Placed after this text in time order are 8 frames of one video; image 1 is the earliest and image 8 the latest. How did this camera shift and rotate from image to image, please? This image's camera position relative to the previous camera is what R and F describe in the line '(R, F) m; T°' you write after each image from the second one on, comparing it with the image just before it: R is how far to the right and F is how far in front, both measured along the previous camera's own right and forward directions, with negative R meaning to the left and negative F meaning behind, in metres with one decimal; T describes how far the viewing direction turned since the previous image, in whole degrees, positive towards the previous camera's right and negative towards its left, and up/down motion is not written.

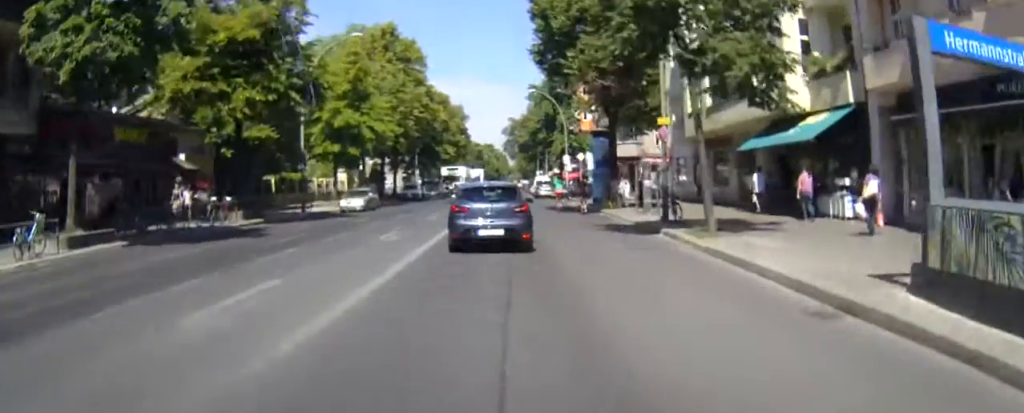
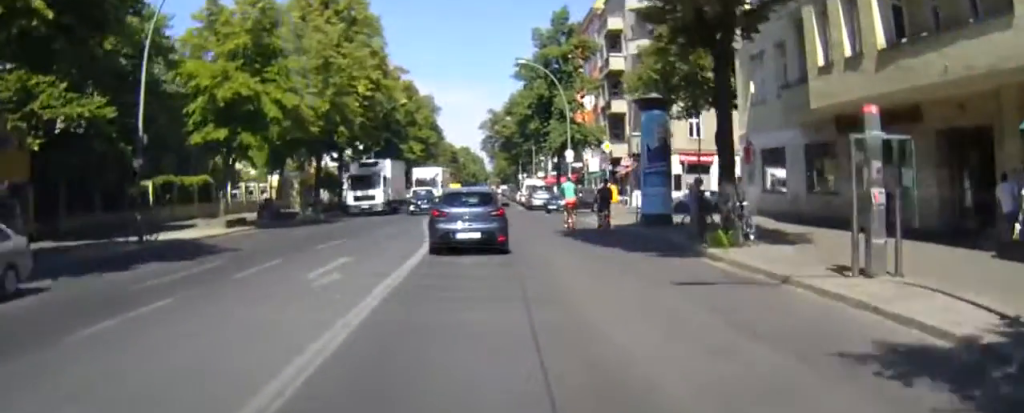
(+0.4, +19.1) m; +2°
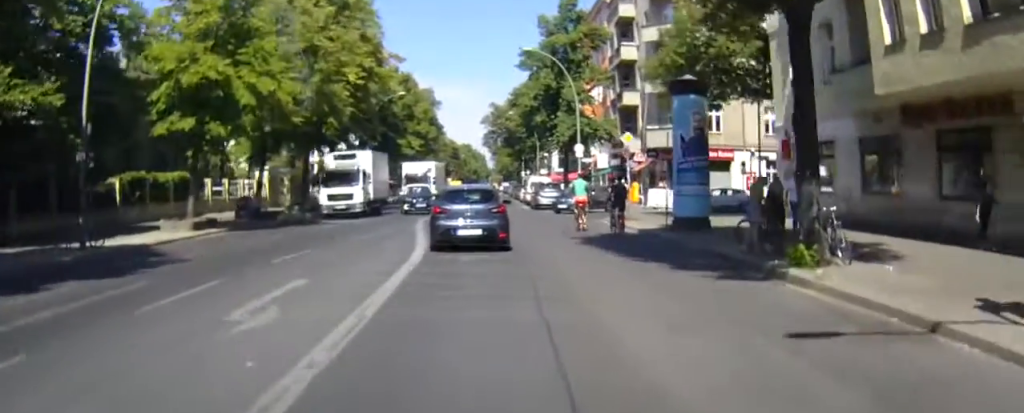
(0.0, +4.2) m; 0°
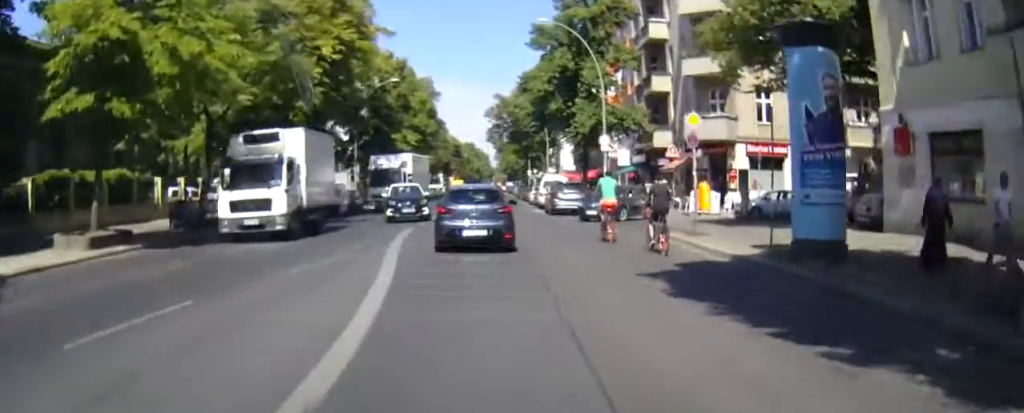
(+0.1, +8.6) m; 0°
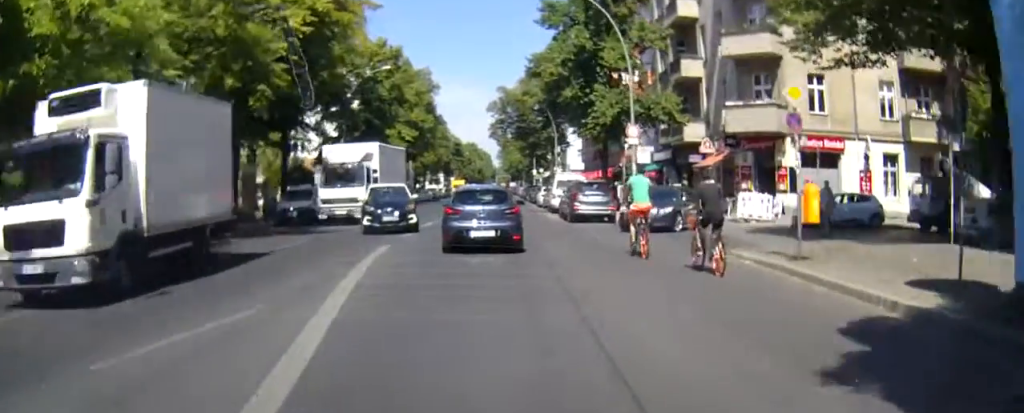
(0.0, +7.0) m; 0°
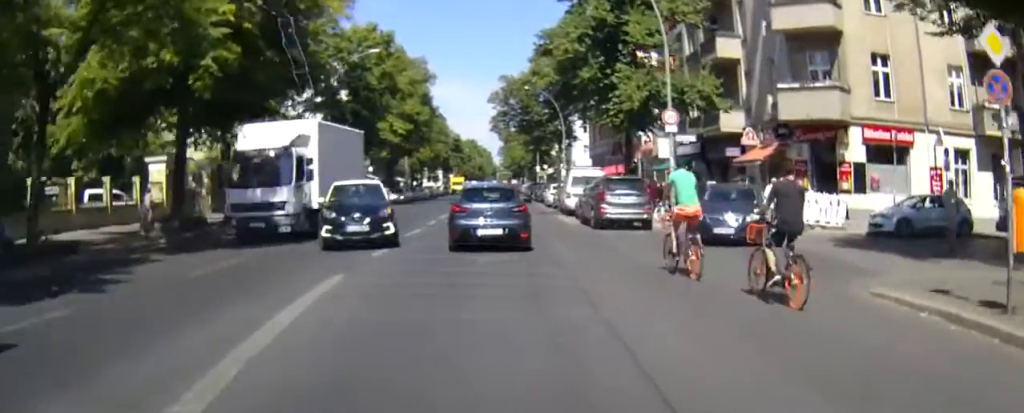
(-0.1, +6.5) m; 0°
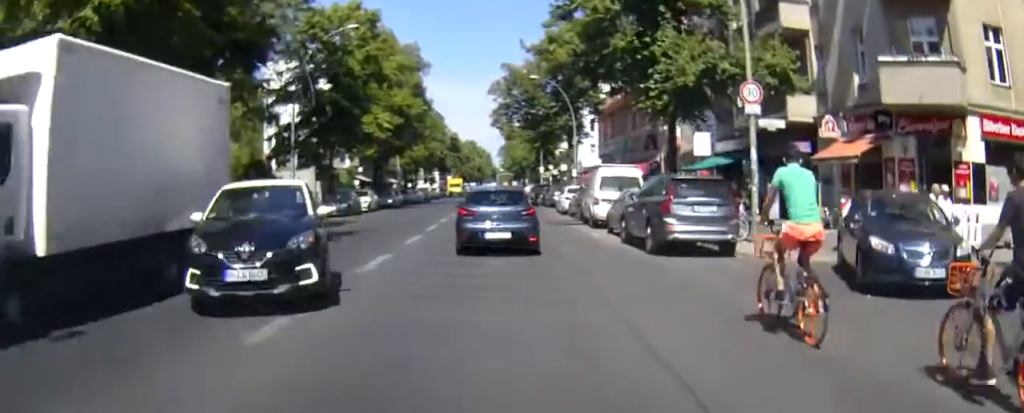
(+0.1, +8.0) m; 0°
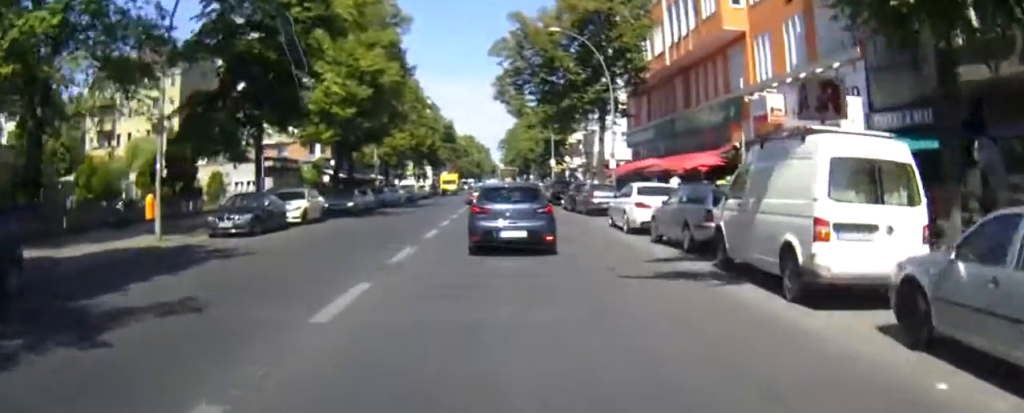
(-0.2, +17.3) m; 0°
